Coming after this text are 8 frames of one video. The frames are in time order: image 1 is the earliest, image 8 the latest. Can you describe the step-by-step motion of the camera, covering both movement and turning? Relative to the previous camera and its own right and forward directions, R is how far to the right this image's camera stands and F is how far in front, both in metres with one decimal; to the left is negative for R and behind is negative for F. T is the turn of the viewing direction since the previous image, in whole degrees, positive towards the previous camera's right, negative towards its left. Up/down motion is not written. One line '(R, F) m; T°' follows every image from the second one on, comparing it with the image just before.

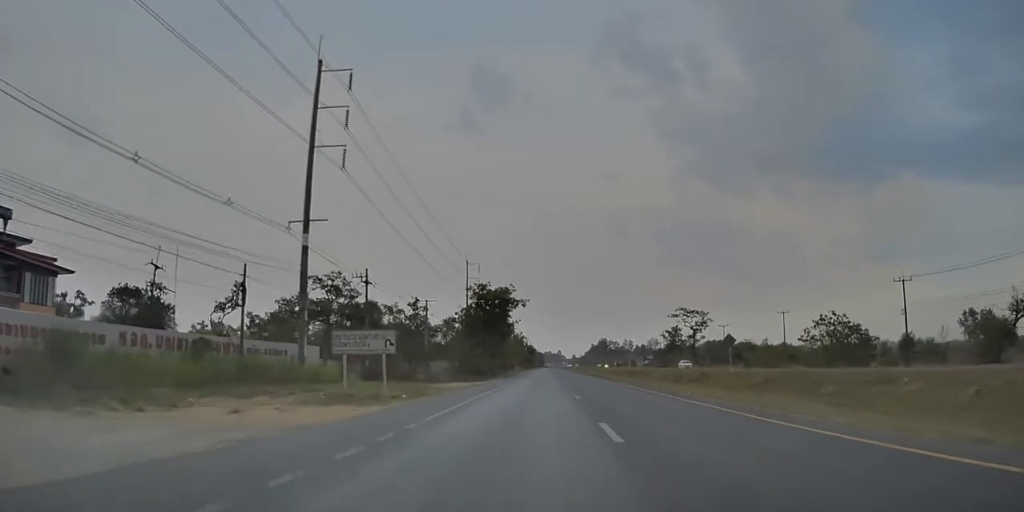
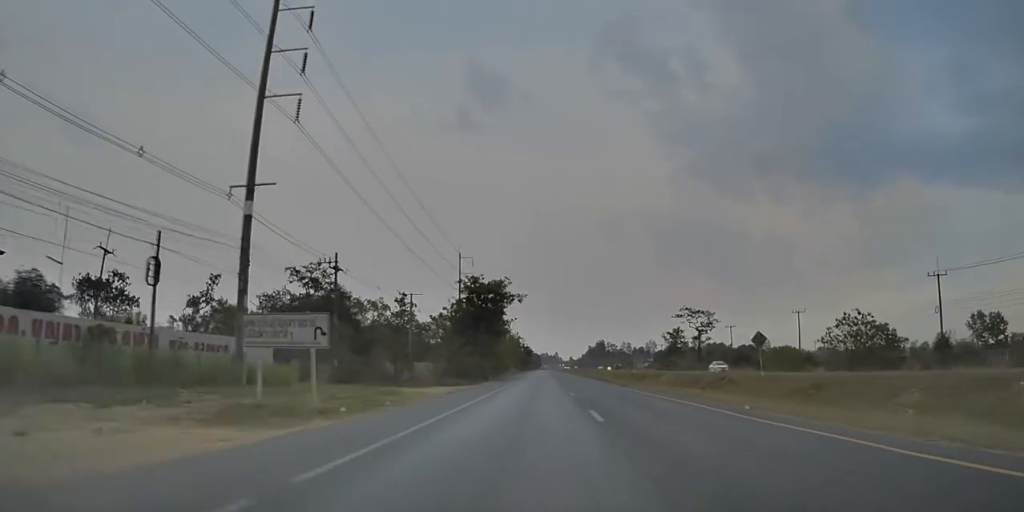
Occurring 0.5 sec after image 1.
(+0.3, +8.1) m; 0°
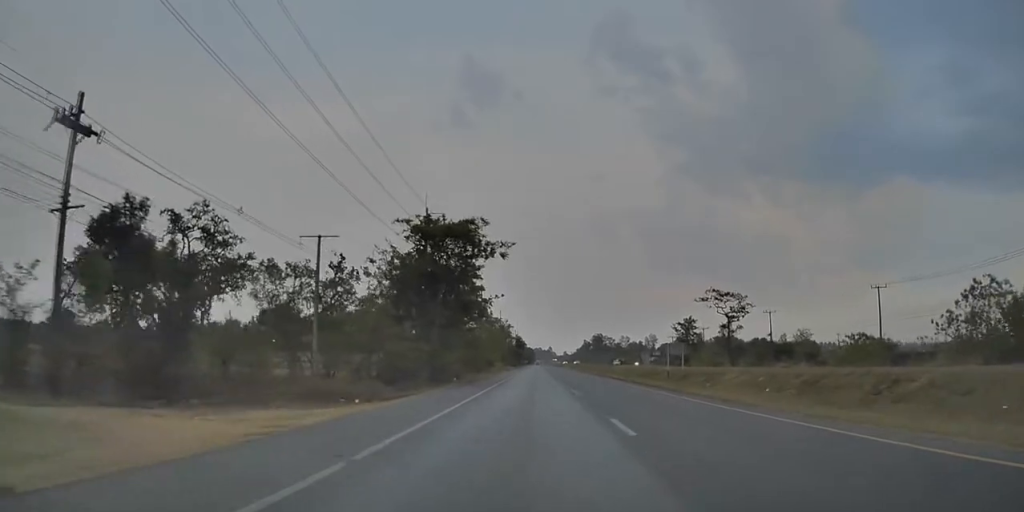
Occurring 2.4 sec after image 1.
(-0.8, +29.0) m; -3°
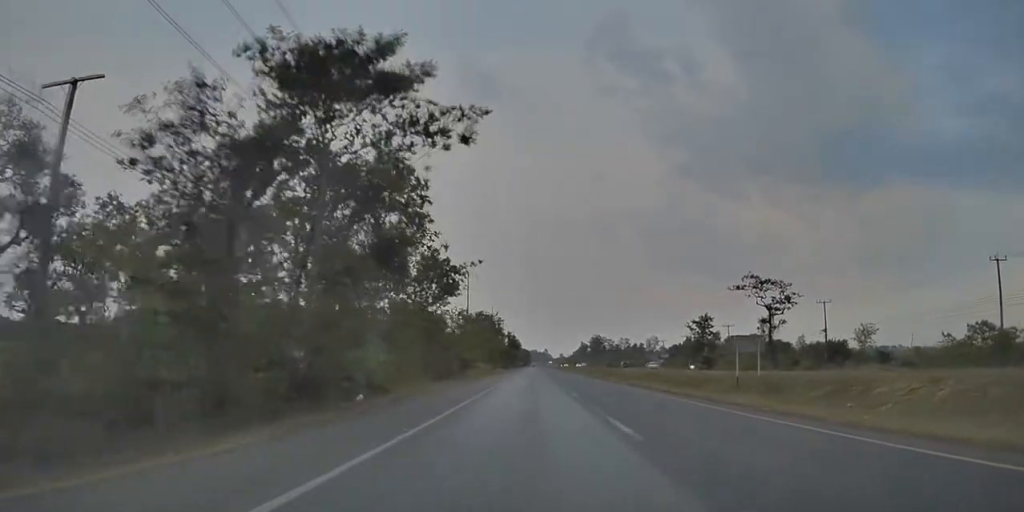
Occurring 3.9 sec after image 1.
(-0.2, +24.9) m; -1°
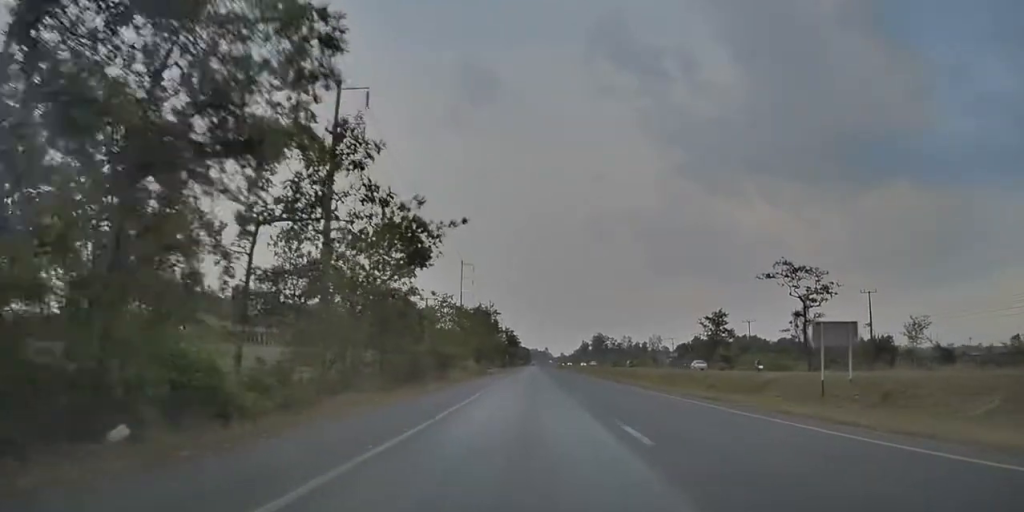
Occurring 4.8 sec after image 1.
(-0.1, +14.5) m; 0°
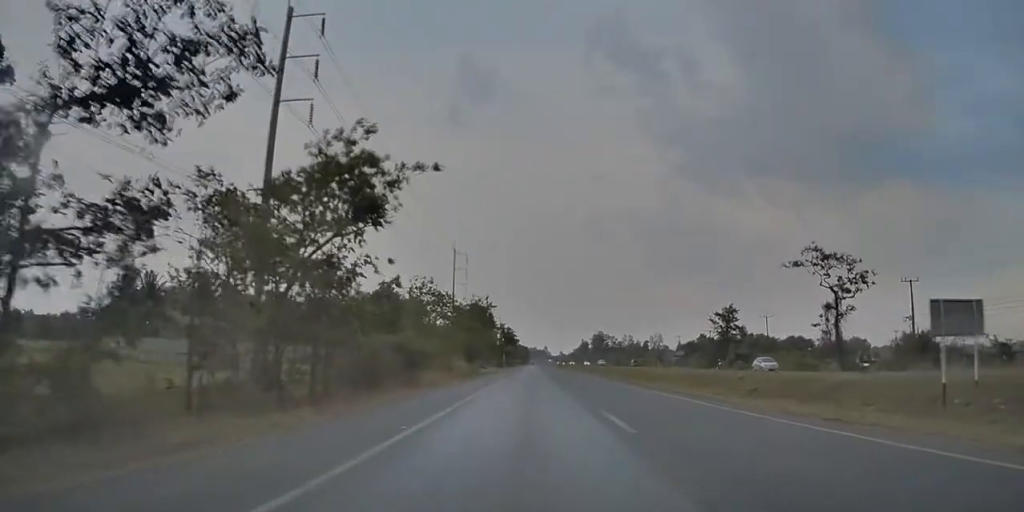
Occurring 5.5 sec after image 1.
(0.0, +11.0) m; 0°
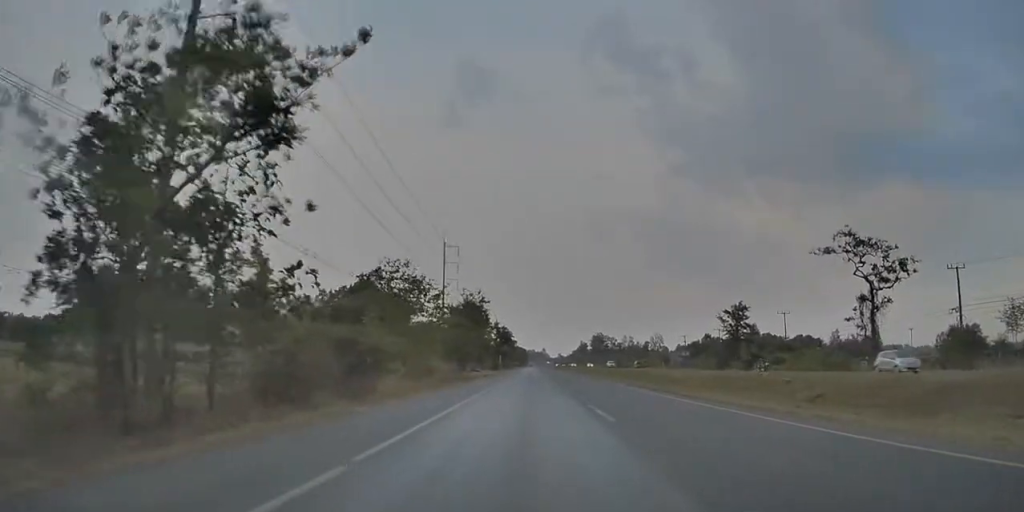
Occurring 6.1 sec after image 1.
(0.0, +10.4) m; 0°
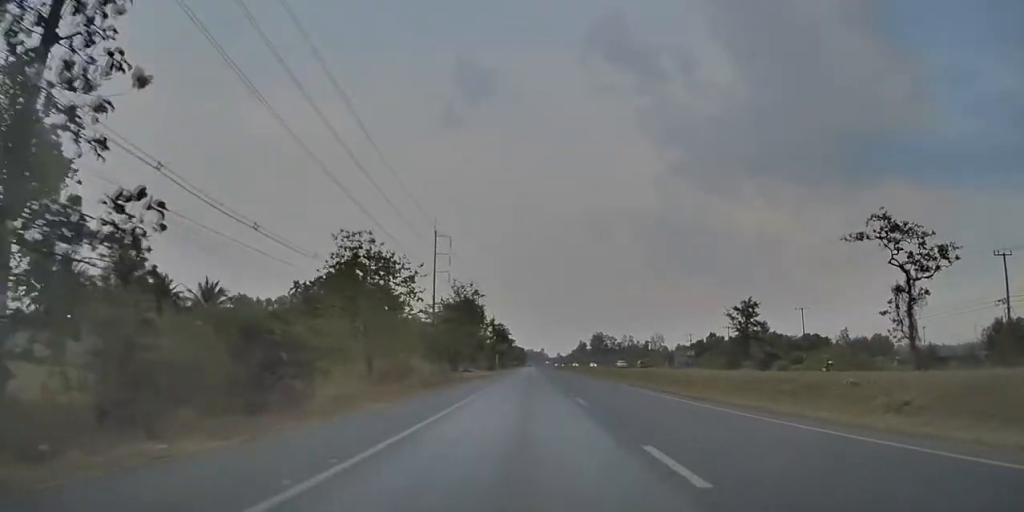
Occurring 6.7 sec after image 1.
(0.0, +8.7) m; 0°
